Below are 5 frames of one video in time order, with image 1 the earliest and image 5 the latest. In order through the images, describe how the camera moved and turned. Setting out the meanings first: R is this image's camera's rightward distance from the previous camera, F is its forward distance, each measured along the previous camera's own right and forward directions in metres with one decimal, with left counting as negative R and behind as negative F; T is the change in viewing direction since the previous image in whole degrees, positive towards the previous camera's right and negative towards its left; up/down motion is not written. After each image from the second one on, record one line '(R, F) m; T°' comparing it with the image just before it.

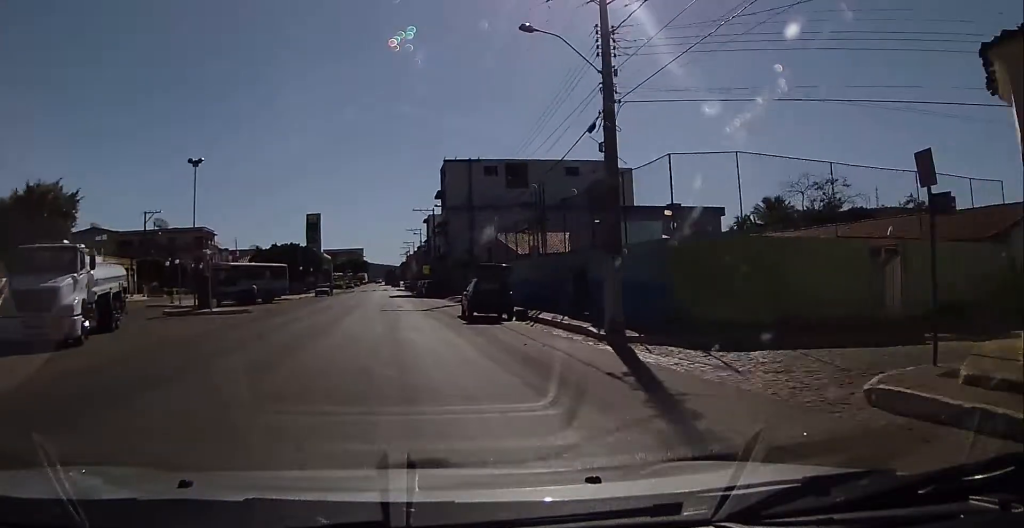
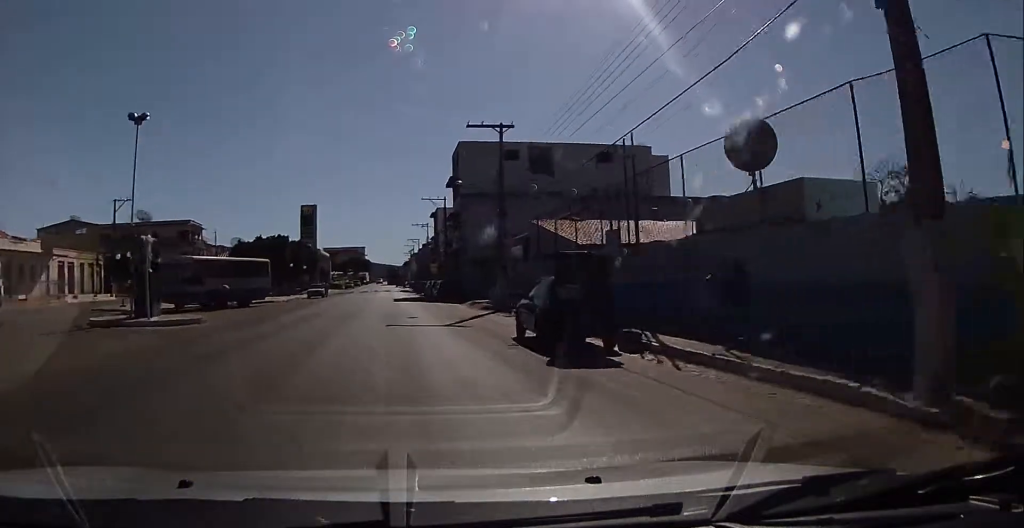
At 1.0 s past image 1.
(-0.2, +9.4) m; -2°
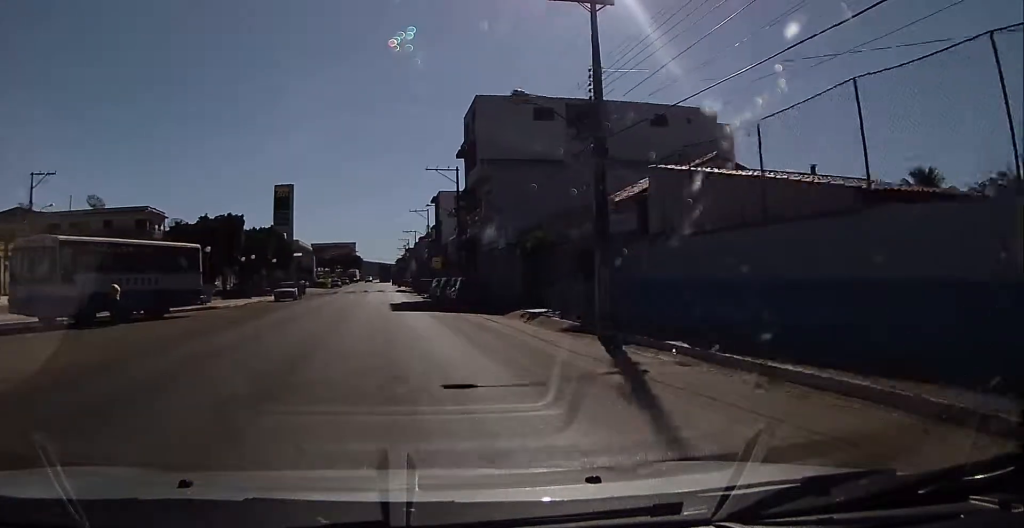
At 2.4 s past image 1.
(-0.3, +14.6) m; +1°
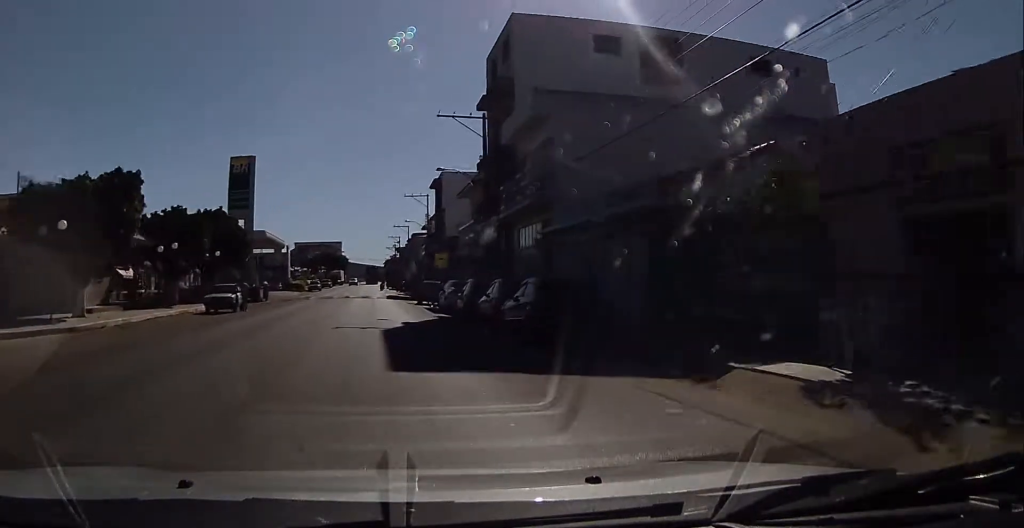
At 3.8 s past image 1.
(+0.2, +14.9) m; 0°
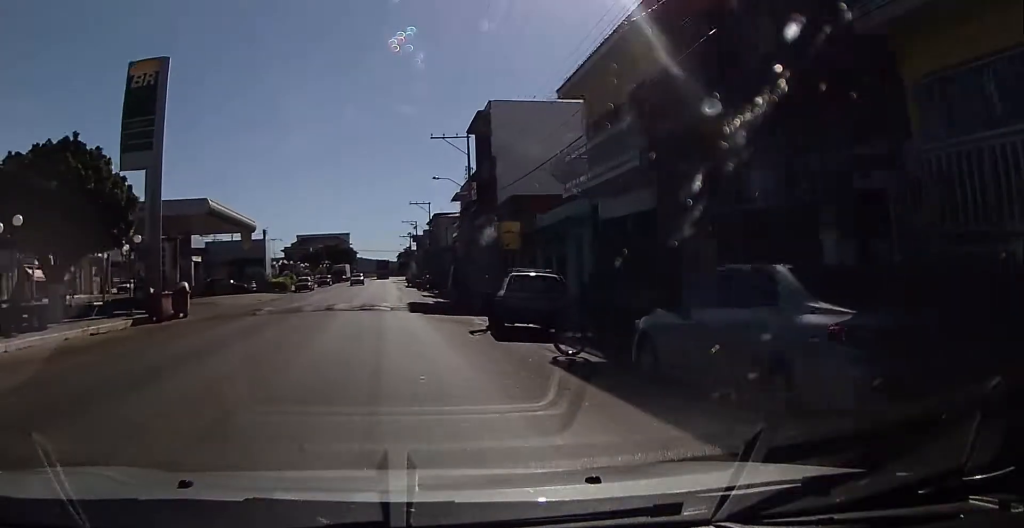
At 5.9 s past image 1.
(+0.3, +23.2) m; +2°
